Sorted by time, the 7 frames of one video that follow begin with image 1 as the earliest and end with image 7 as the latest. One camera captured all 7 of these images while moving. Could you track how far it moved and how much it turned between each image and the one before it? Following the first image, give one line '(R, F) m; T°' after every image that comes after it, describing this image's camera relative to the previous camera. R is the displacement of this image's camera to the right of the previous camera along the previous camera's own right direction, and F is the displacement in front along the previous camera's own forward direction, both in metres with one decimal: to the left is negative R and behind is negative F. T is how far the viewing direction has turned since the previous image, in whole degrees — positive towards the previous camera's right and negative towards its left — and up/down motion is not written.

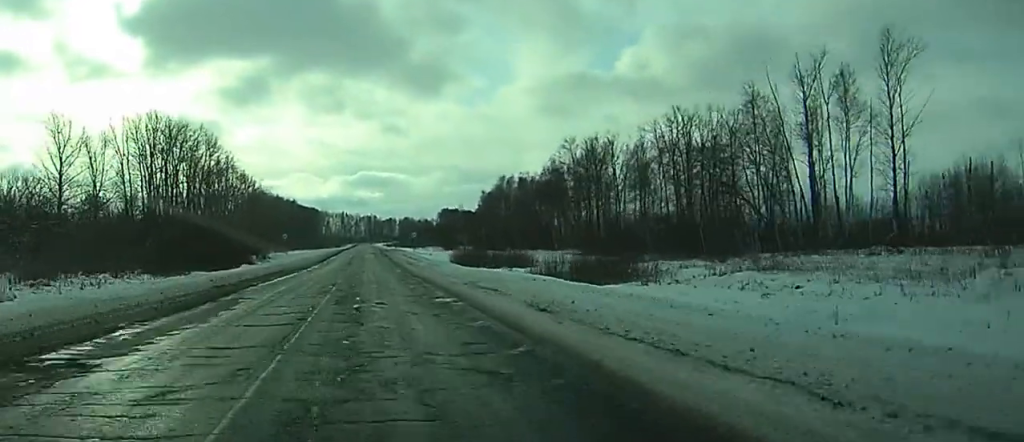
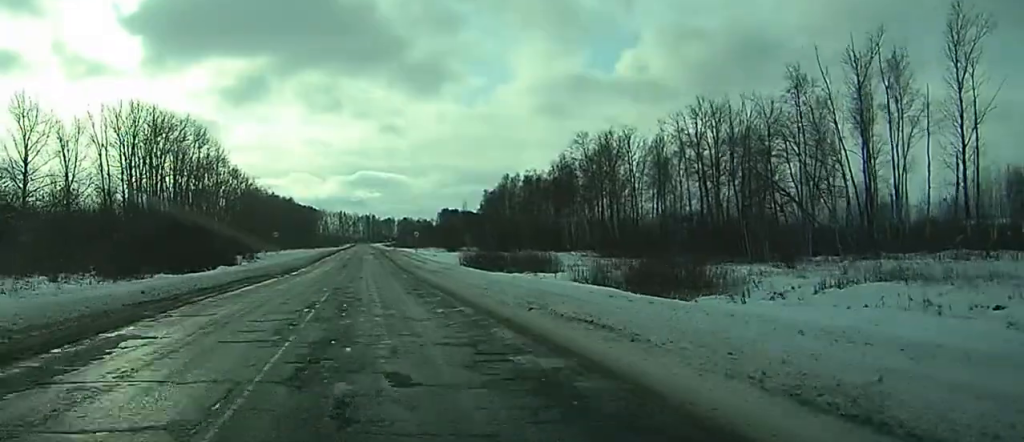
(0.0, +12.4) m; 0°
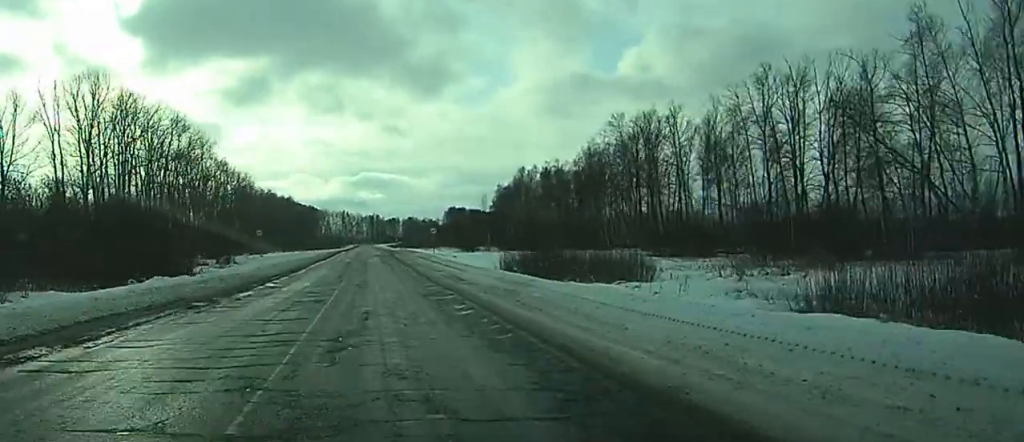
(+0.1, +24.3) m; 0°
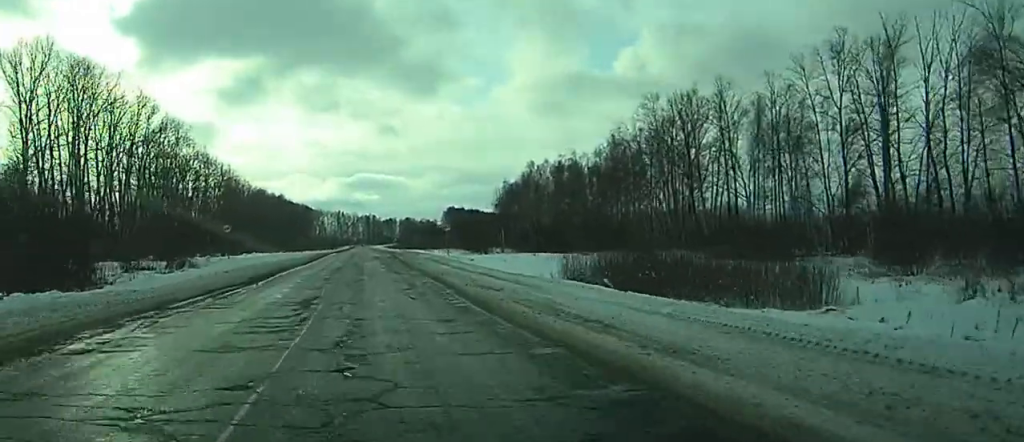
(0.0, +22.1) m; -1°
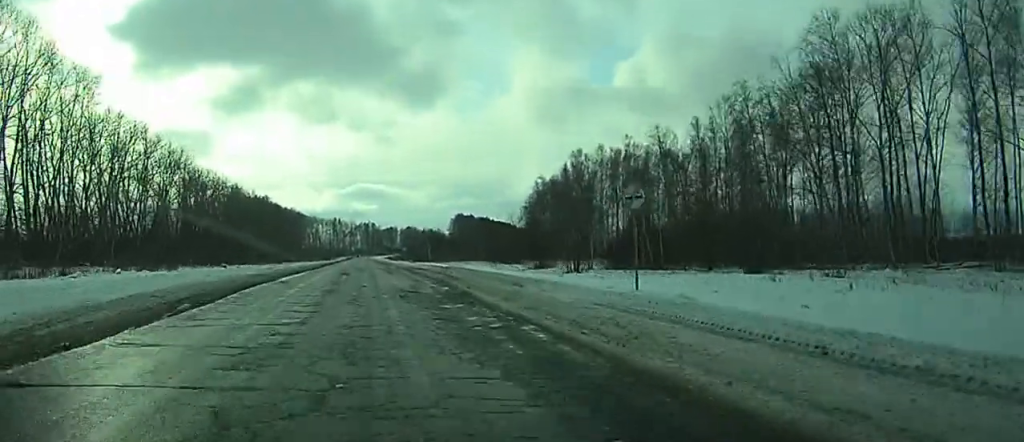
(+0.6, +54.7) m; +3°
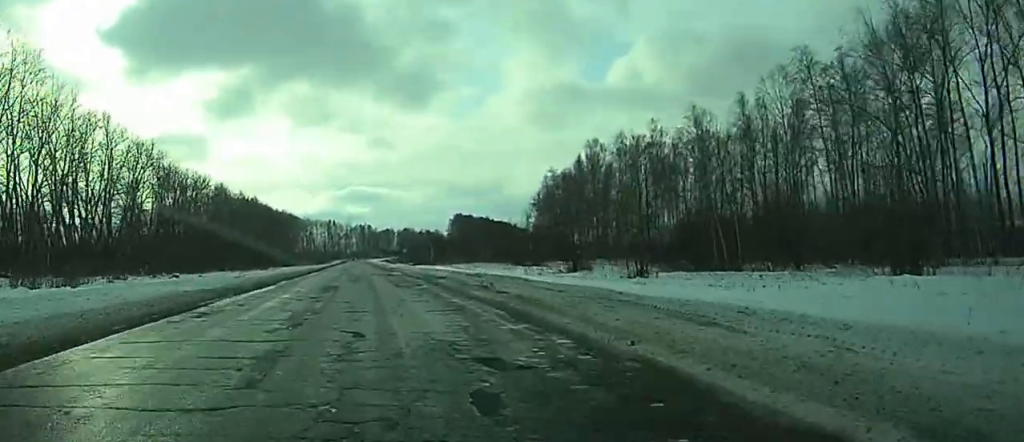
(+0.2, +16.4) m; 0°
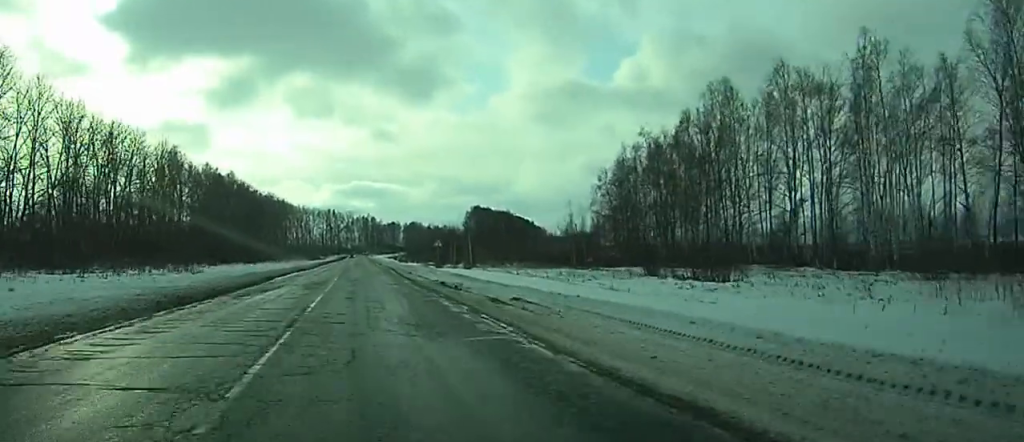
(-0.9, +58.8) m; -2°
